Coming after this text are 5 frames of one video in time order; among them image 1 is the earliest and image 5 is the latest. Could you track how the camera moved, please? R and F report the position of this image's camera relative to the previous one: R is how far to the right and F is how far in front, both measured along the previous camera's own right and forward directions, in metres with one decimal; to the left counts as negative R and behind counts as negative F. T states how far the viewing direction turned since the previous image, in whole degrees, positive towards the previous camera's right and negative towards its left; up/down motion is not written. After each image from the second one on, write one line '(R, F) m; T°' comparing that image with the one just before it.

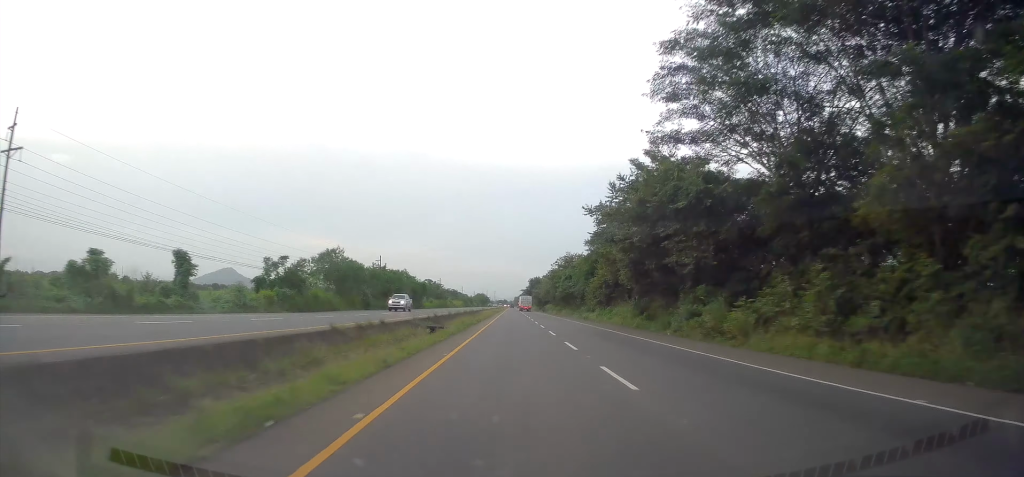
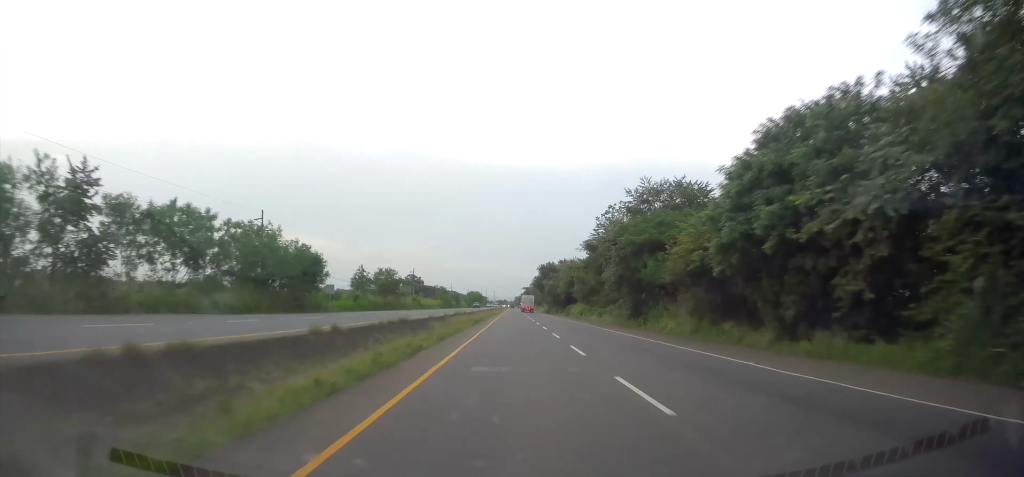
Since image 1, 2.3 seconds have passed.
(+0.2, +61.4) m; 0°
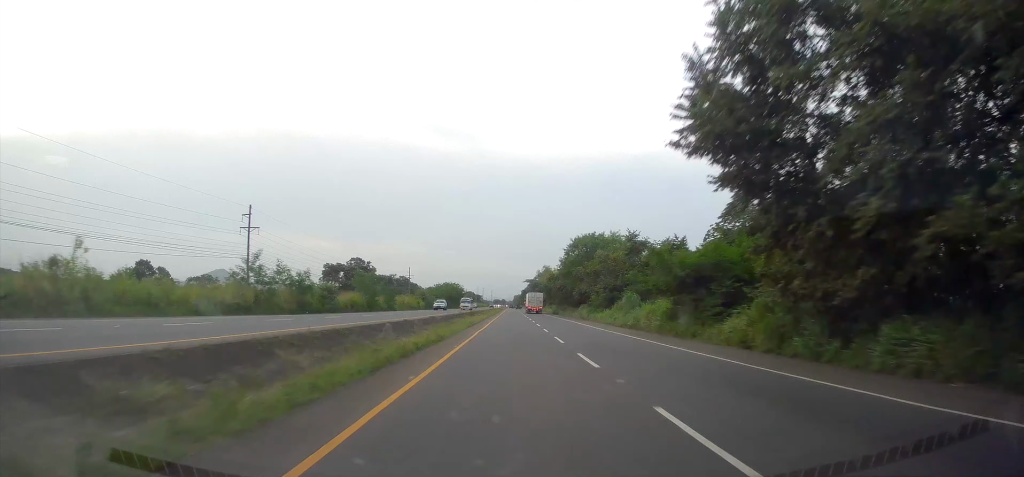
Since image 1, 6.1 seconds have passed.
(-0.6, +104.7) m; 0°
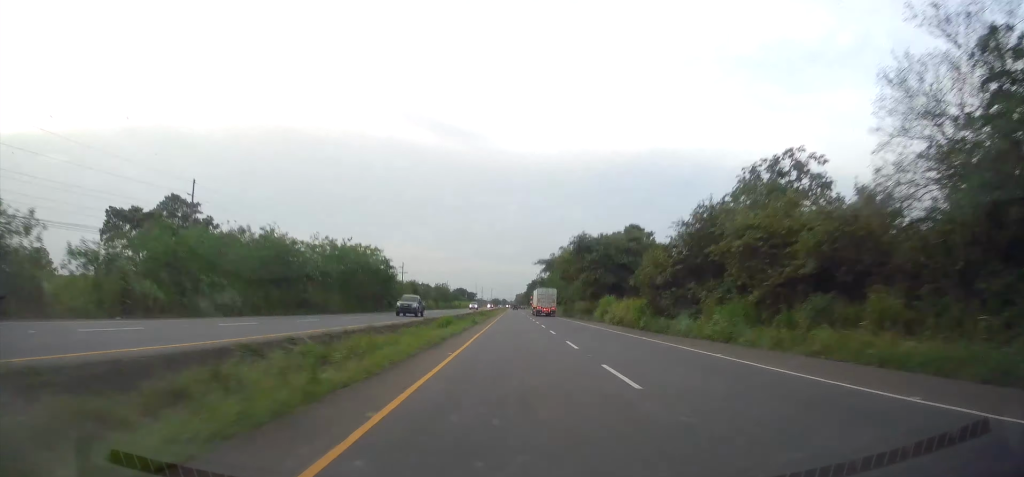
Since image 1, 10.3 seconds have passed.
(+1.0, +112.5) m; 0°
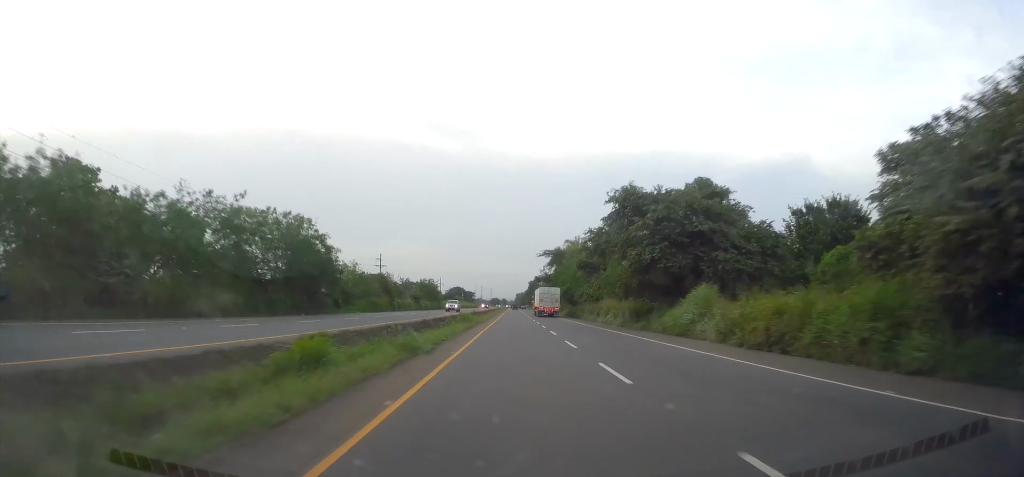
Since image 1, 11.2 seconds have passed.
(-0.1, +24.5) m; 0°
